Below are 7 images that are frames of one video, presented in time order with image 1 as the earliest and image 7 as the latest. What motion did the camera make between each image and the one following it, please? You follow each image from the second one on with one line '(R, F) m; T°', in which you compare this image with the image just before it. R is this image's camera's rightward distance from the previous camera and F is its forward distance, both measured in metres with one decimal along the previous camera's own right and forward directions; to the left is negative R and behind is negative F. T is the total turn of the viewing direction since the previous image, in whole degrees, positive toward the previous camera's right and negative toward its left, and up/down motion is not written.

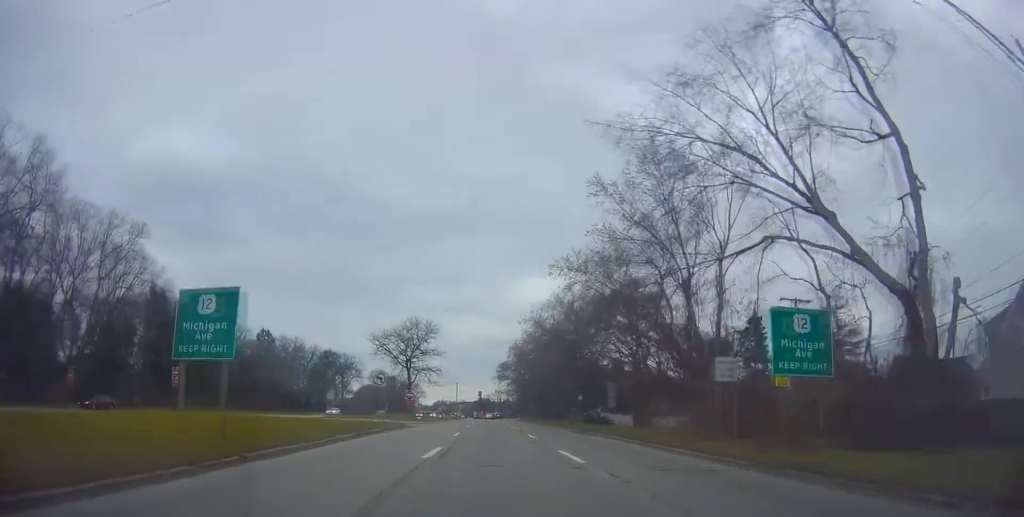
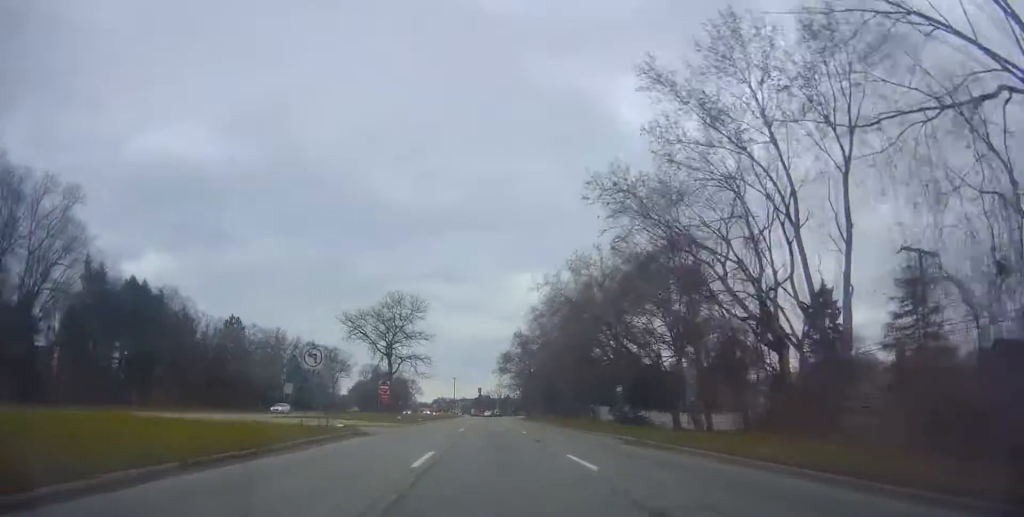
(-0.2, +15.0) m; 0°
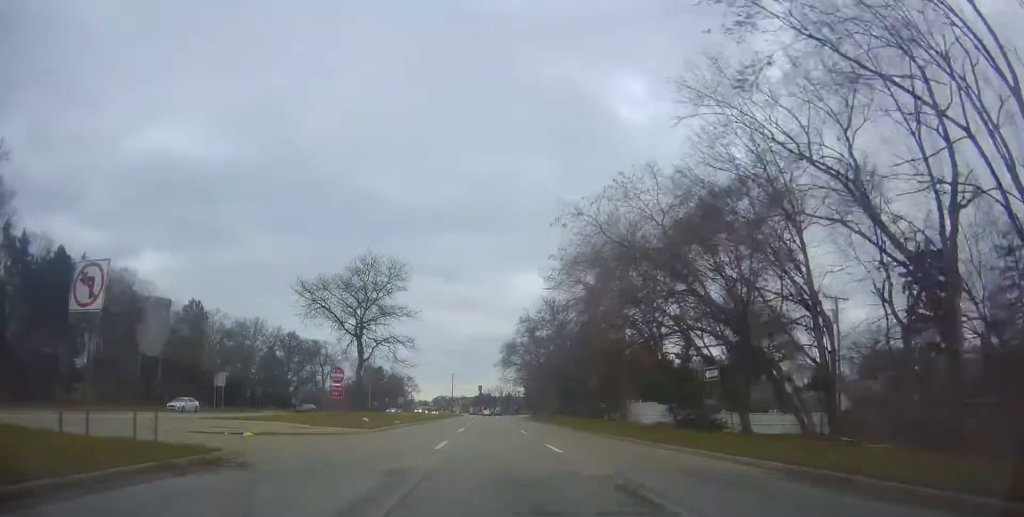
(-0.1, +15.0) m; 0°
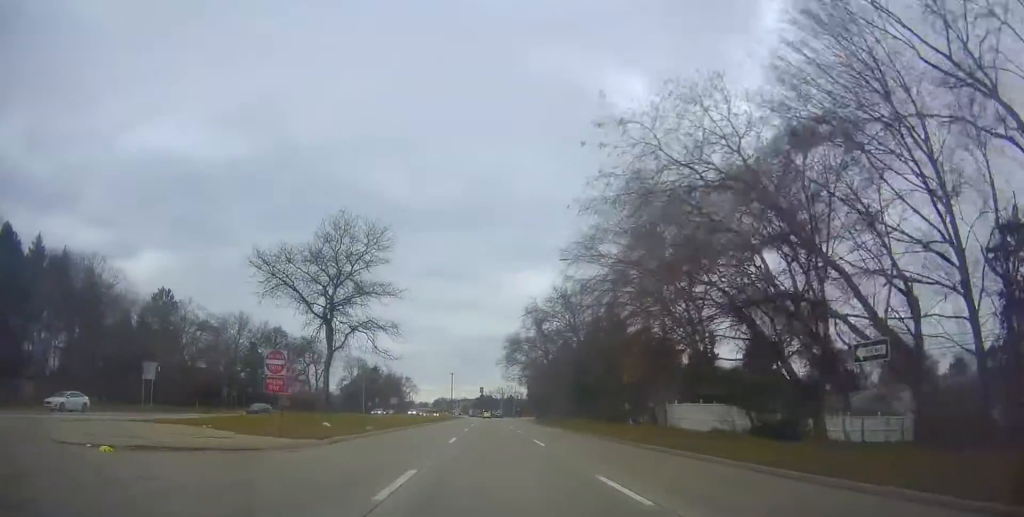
(+0.1, +9.8) m; 0°
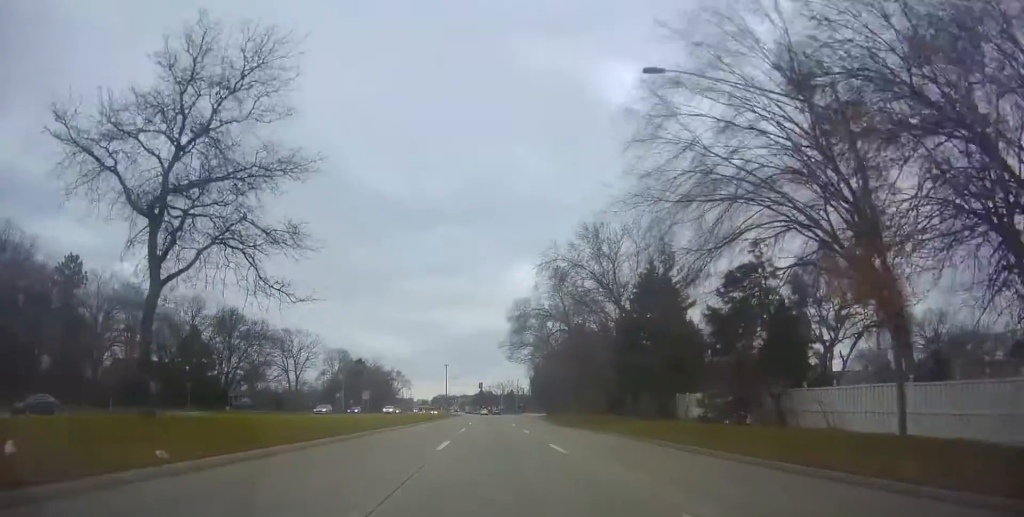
(+0.1, +21.2) m; 0°
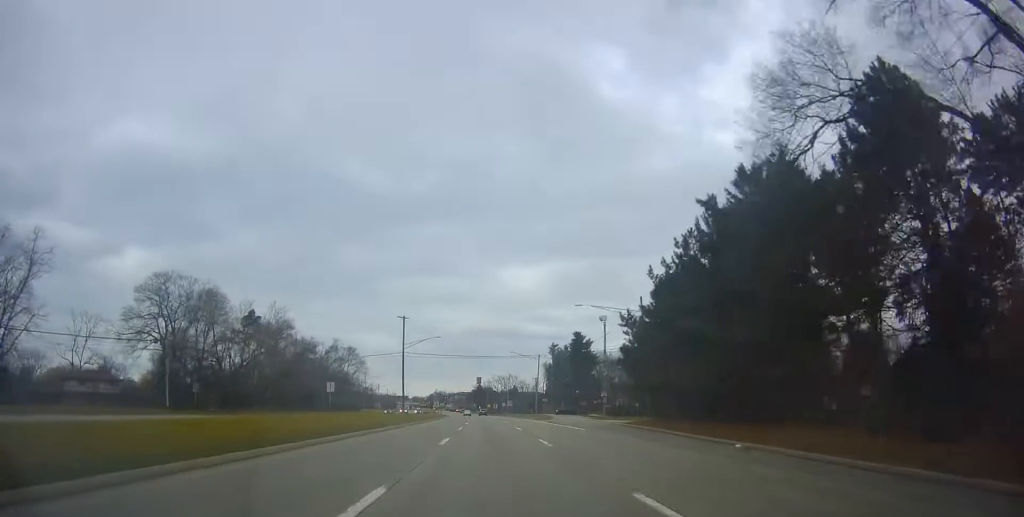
(+0.9, +74.1) m; 0°
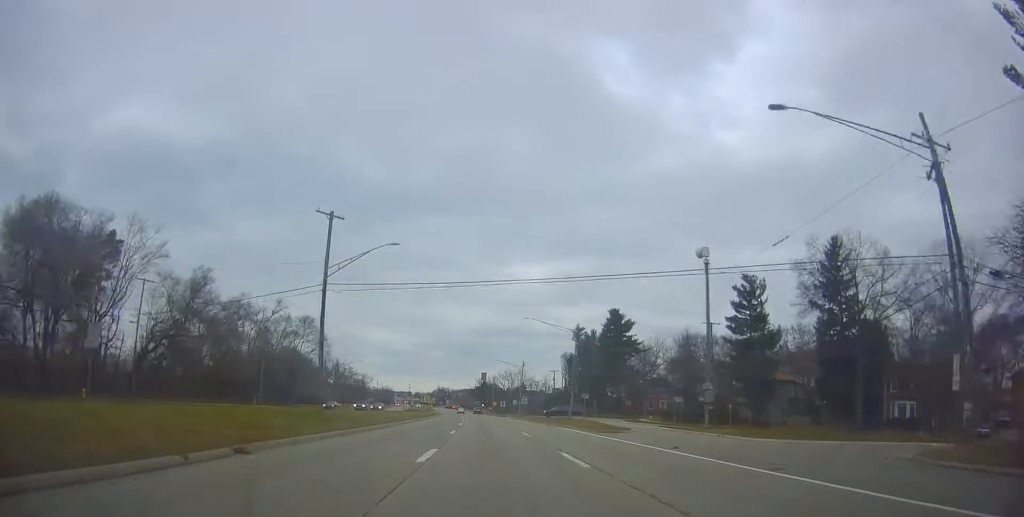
(0.0, +37.5) m; 0°
